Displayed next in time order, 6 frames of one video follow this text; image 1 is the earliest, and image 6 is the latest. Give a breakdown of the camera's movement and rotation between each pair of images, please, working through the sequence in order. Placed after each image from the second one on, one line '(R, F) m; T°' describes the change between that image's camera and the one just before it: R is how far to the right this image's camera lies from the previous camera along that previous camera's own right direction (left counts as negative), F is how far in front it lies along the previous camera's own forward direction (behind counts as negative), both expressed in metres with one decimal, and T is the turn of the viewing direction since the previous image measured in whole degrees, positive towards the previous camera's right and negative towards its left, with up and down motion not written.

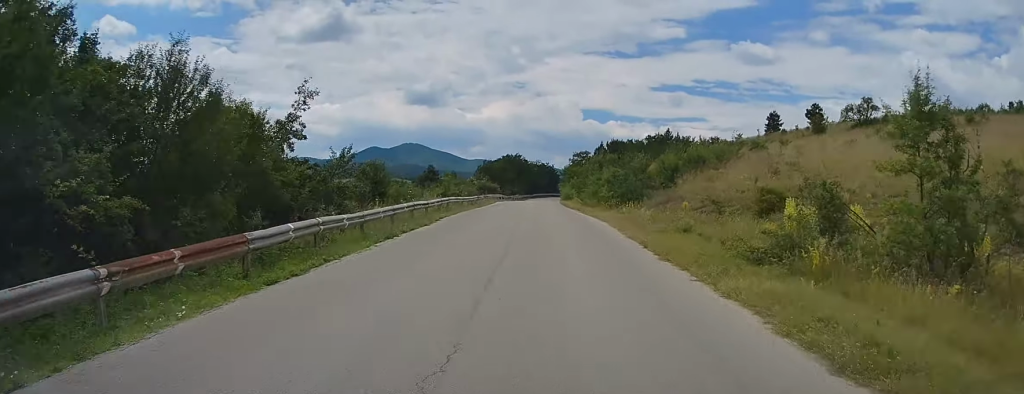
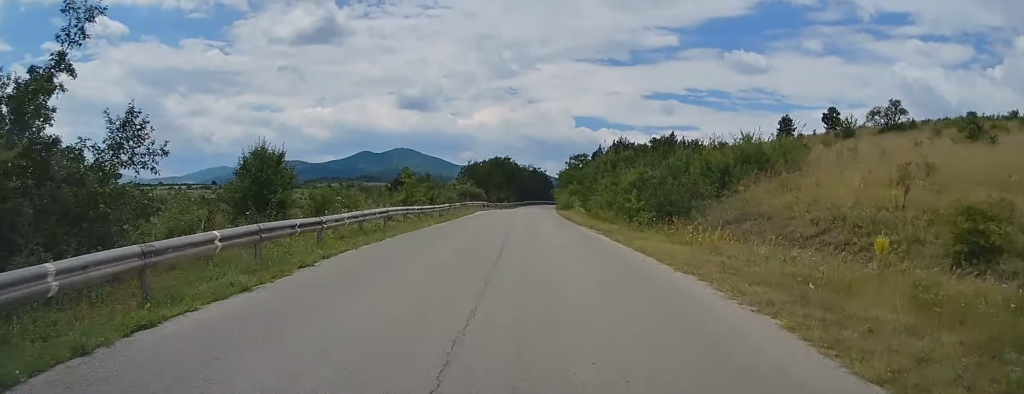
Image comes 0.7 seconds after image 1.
(0.0, +14.0) m; 0°
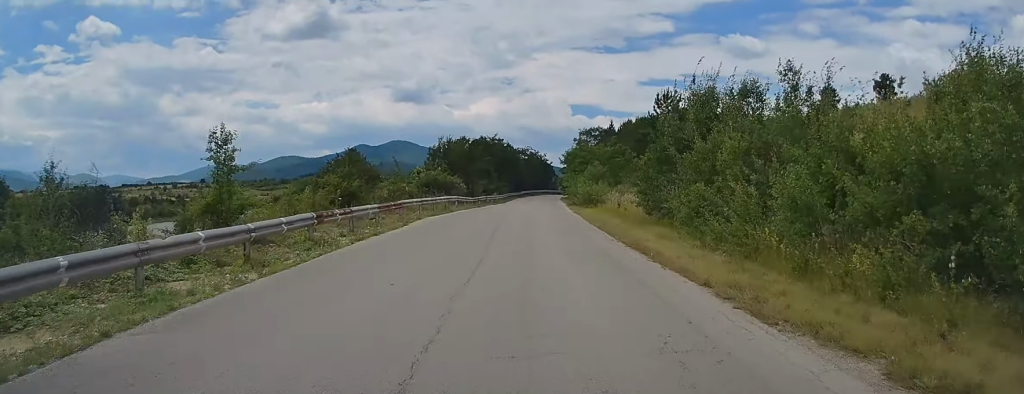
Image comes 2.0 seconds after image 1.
(0.0, +25.9) m; 0°
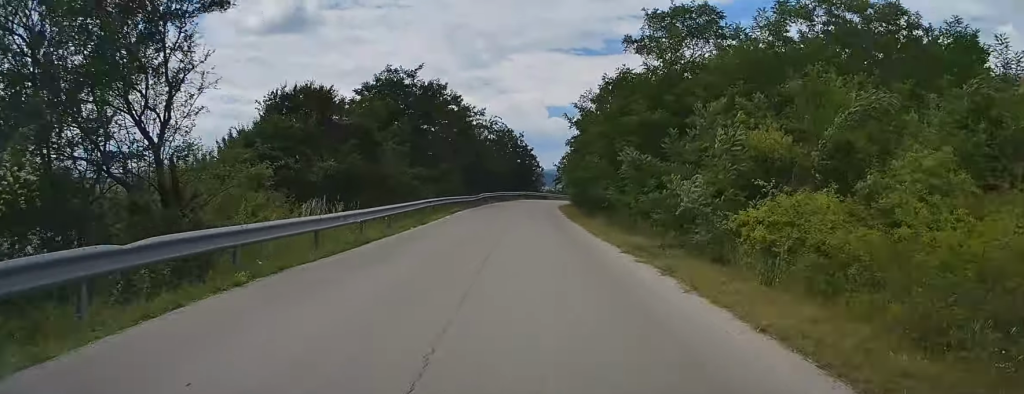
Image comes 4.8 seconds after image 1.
(+1.5, +54.5) m; +3°
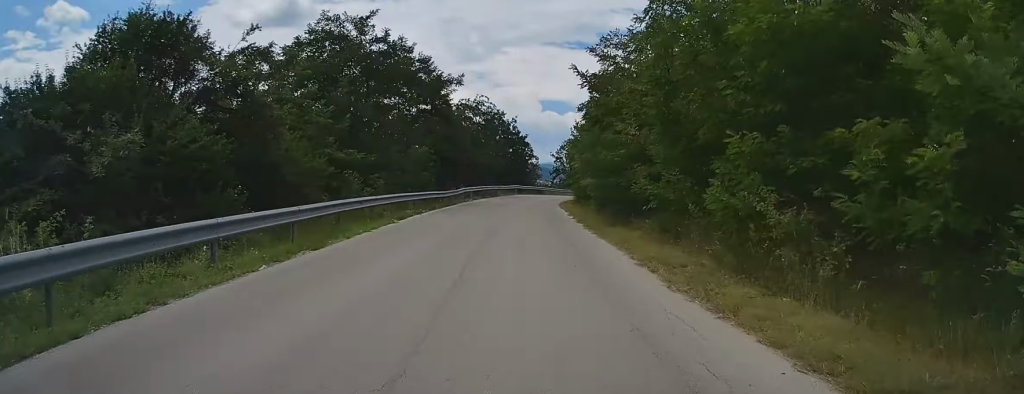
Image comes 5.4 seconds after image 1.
(0.0, +12.4) m; 0°
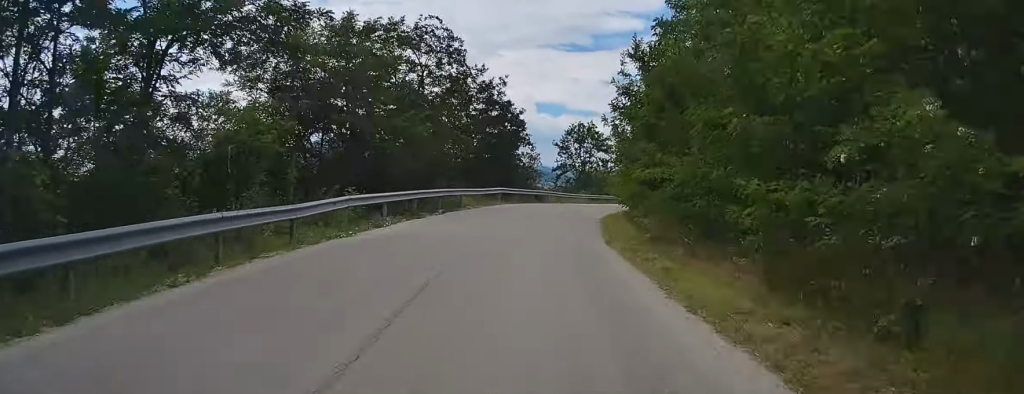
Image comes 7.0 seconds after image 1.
(+0.2, +31.2) m; +2°
